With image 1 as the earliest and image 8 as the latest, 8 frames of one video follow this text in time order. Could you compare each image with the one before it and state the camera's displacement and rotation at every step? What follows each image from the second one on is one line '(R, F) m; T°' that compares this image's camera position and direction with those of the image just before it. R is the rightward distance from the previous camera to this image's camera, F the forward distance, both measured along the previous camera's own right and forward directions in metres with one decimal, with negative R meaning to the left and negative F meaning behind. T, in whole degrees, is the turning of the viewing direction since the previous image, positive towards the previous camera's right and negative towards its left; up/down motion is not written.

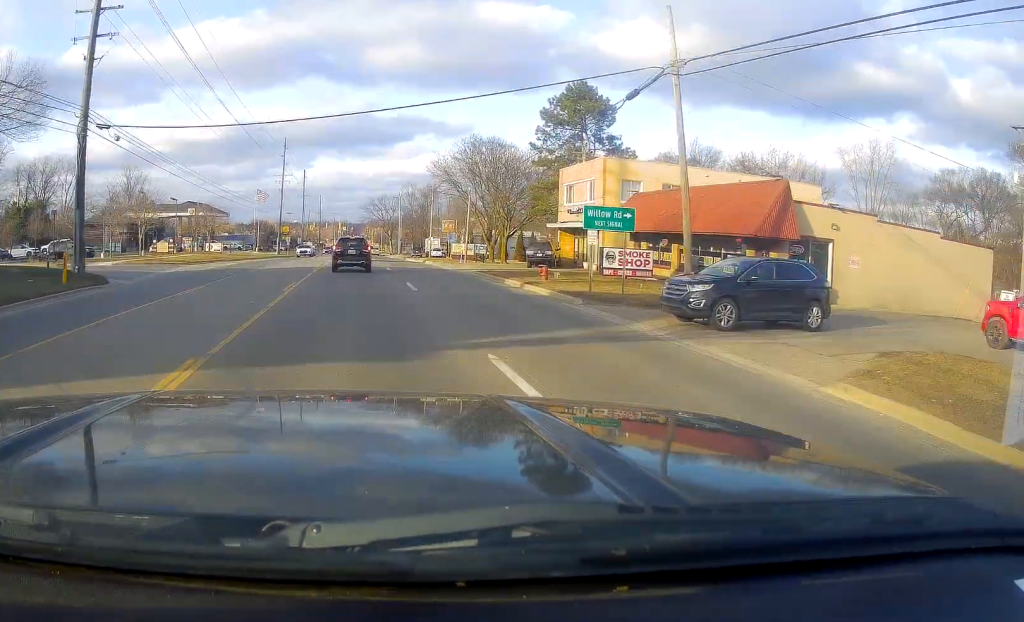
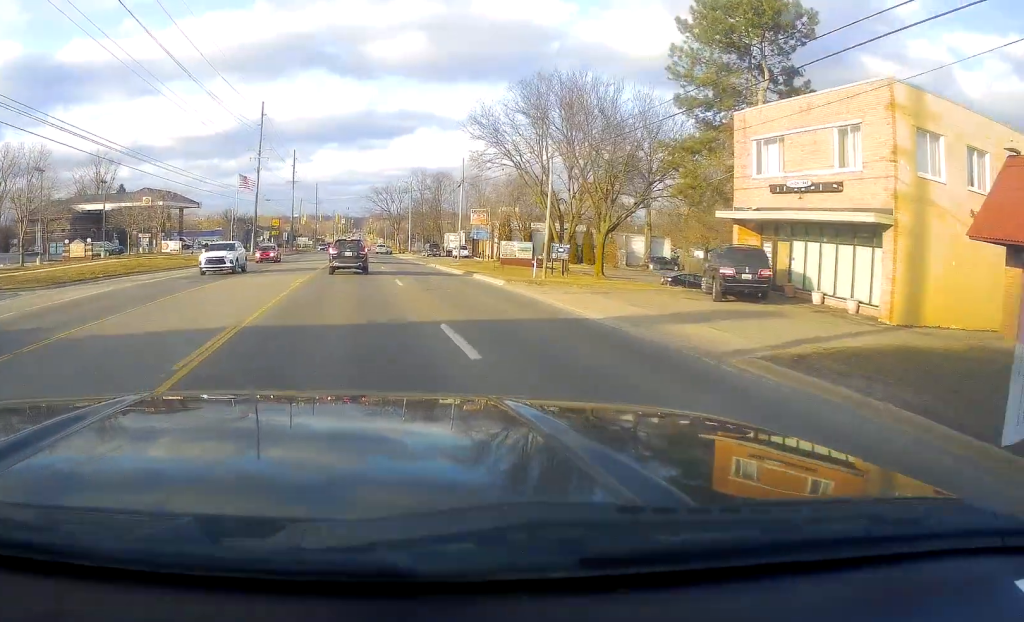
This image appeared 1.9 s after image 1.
(0.0, +27.1) m; -1°
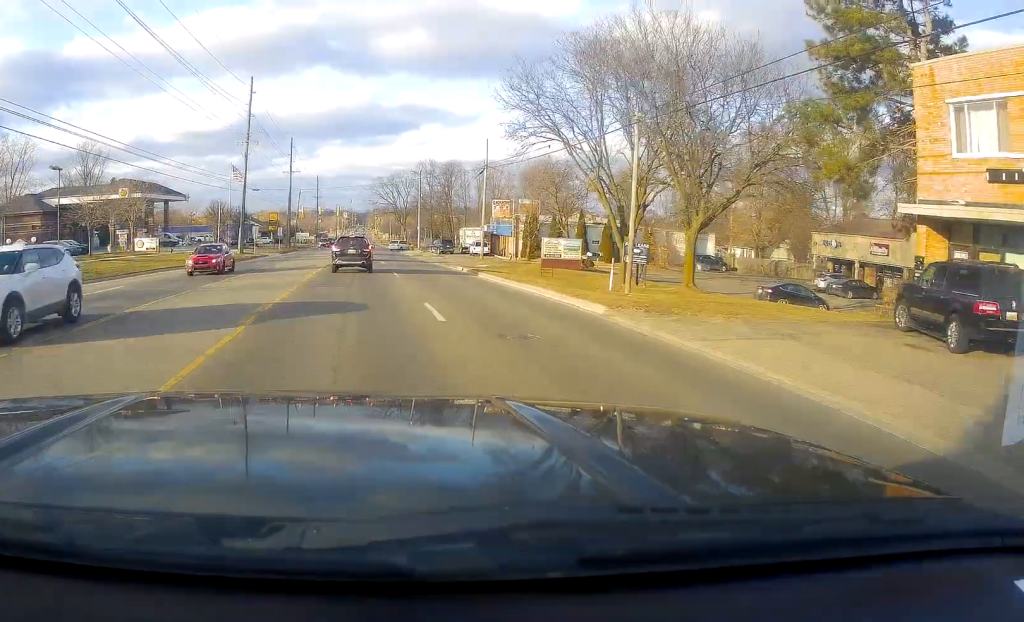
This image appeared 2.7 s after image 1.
(-0.2, +11.4) m; 0°
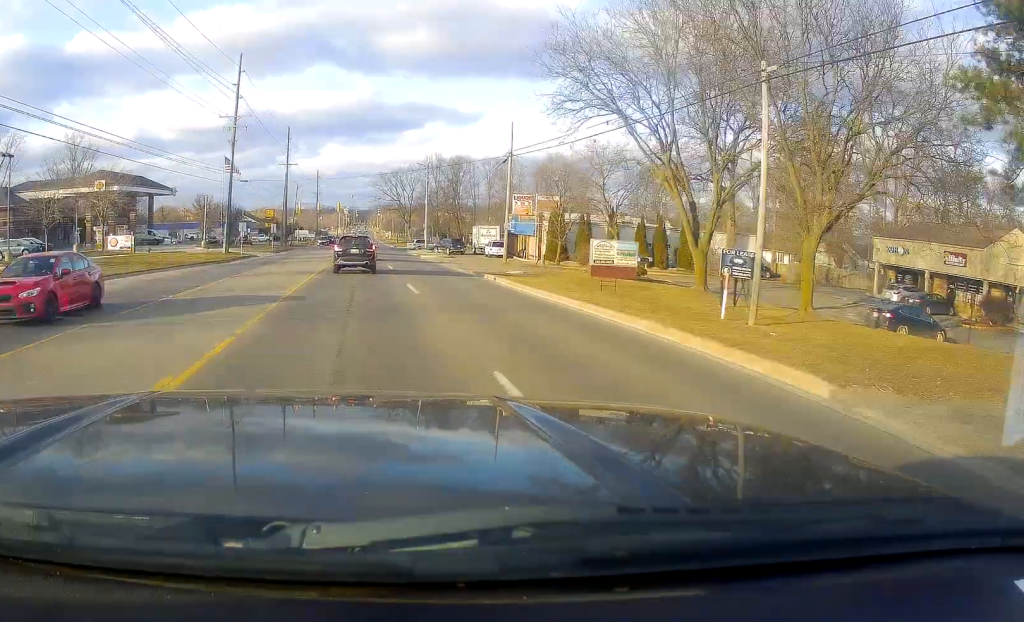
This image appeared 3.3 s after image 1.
(-0.1, +8.9) m; 0°
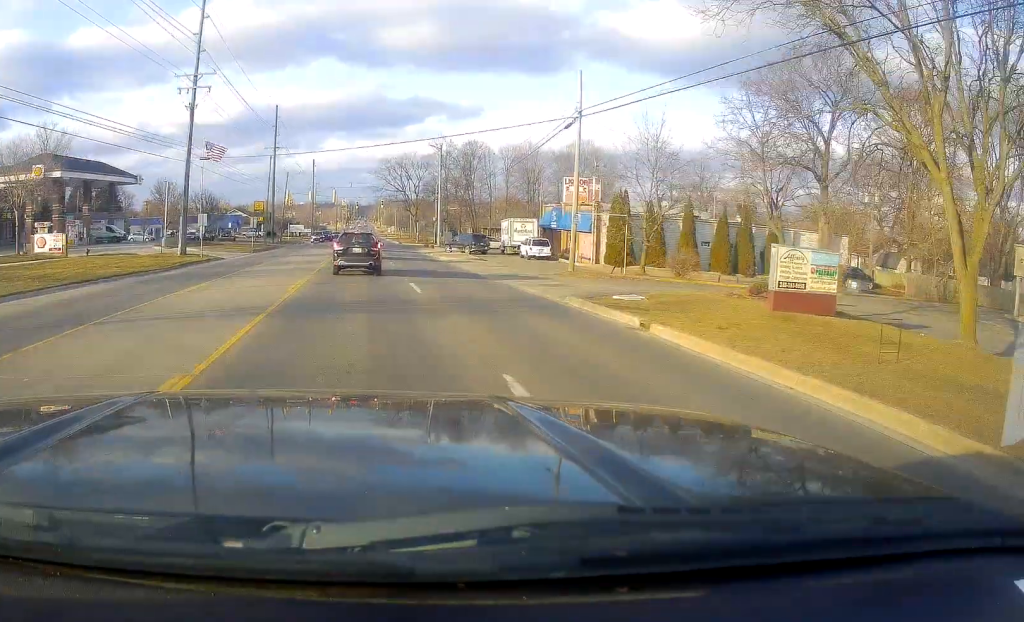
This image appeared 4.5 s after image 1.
(+0.3, +16.4) m; -1°
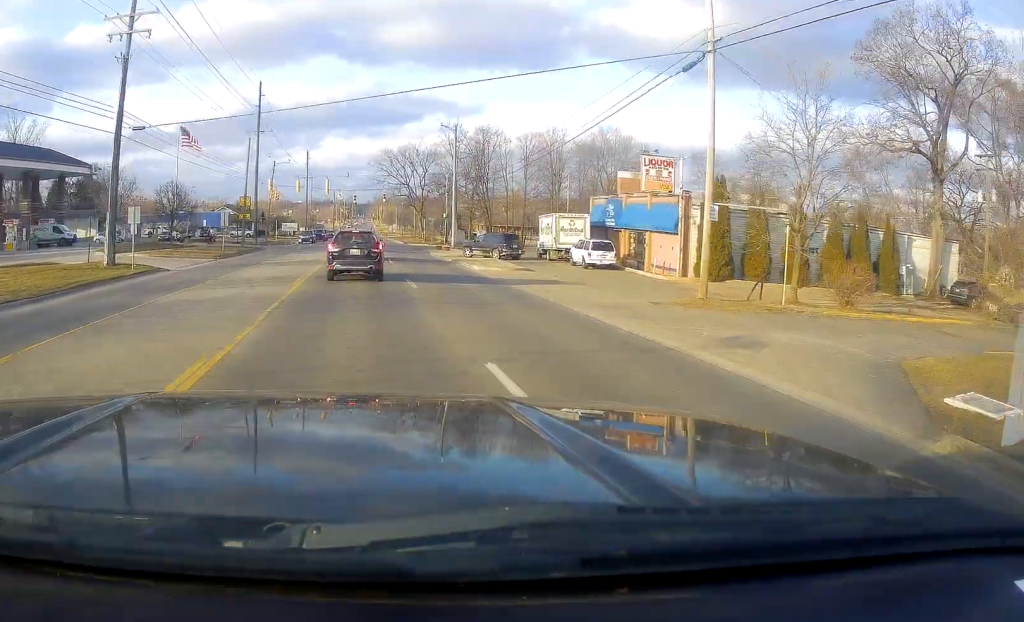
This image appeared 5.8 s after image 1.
(-0.7, +15.1) m; -3°
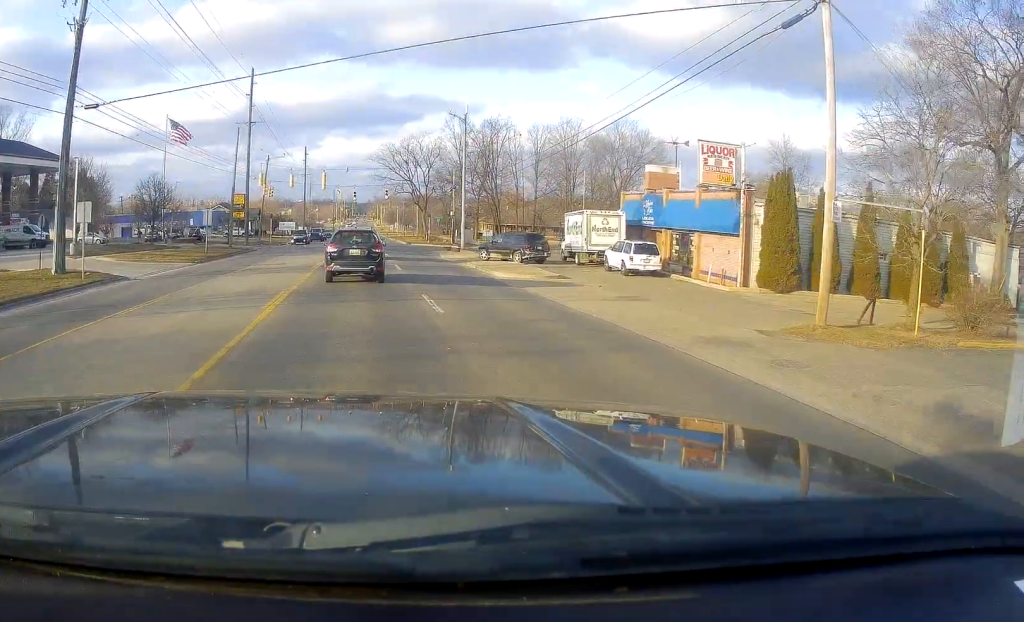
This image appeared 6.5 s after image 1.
(+0.1, +6.7) m; +2°
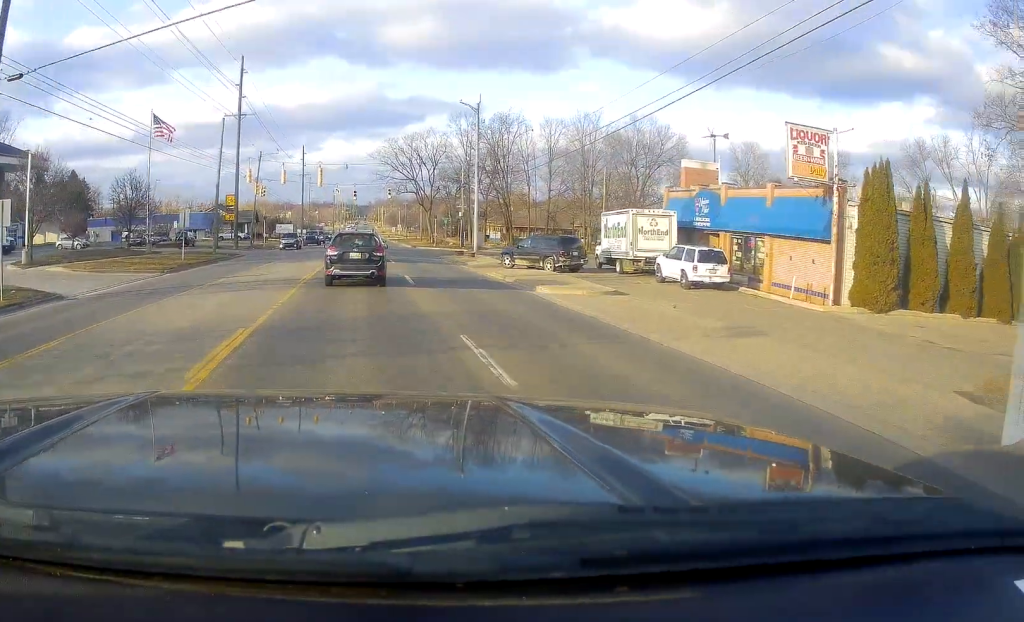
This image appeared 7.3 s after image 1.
(+0.3, +7.2) m; +2°
